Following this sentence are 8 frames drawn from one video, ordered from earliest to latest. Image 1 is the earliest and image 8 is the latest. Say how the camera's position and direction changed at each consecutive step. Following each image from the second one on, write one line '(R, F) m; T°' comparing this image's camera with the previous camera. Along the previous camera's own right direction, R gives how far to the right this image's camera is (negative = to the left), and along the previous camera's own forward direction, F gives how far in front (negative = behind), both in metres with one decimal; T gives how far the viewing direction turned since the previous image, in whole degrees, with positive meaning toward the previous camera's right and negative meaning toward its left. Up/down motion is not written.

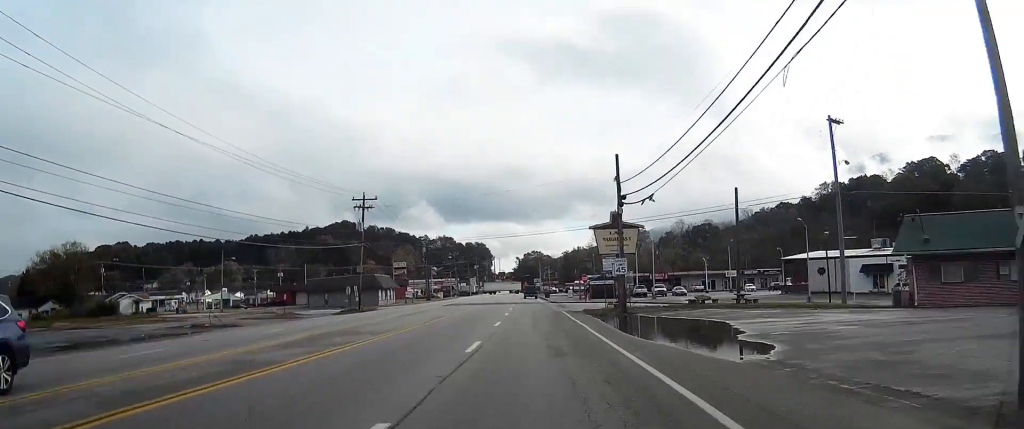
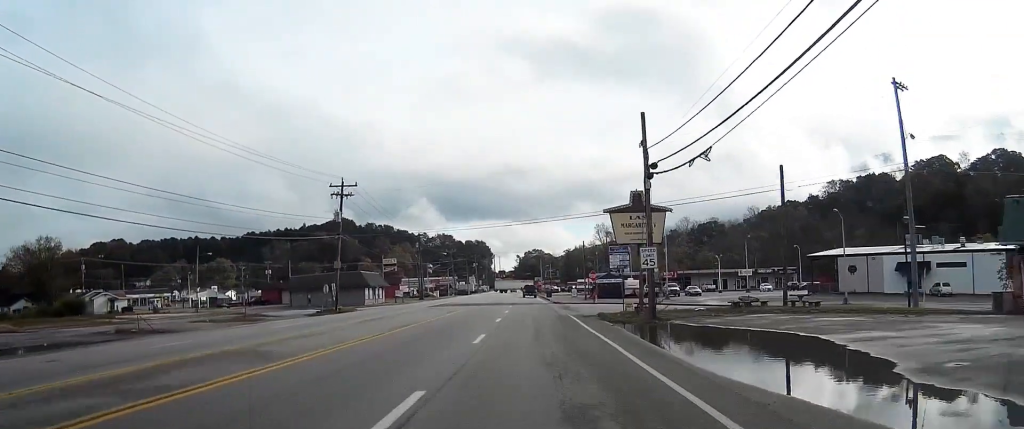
(0.0, +9.9) m; 0°
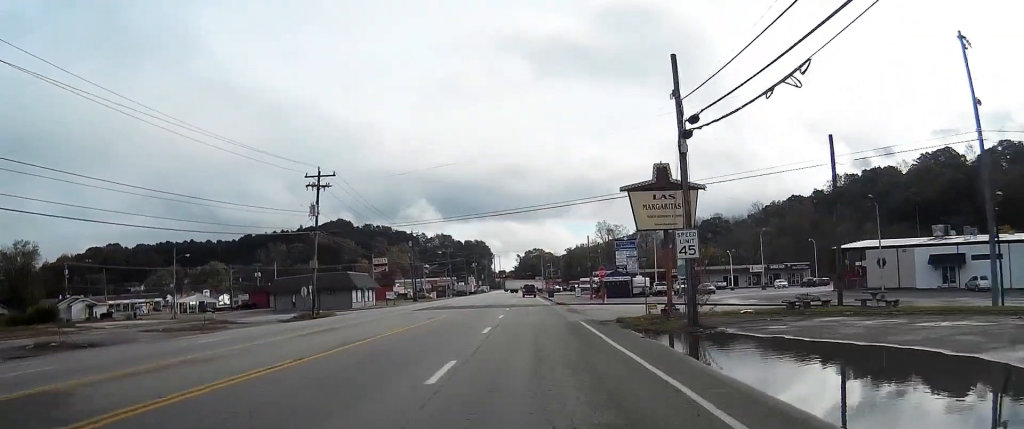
(+0.2, +7.9) m; 0°
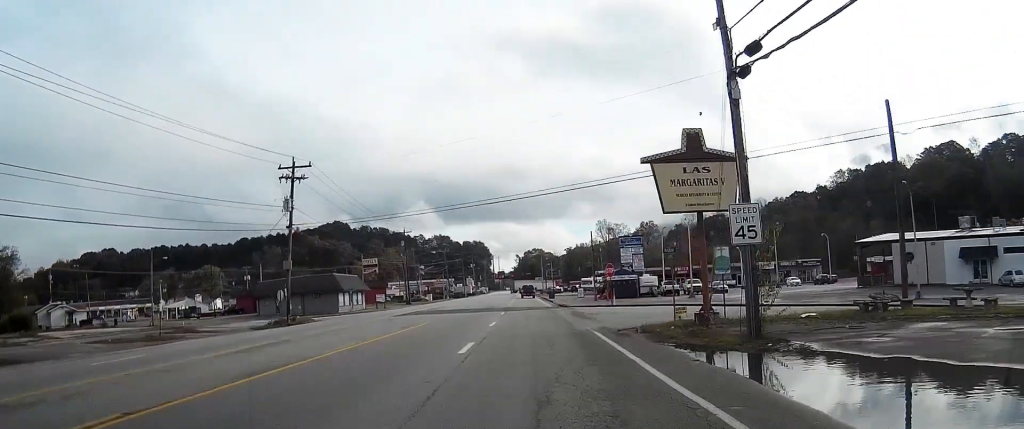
(+0.2, +6.8) m; 0°
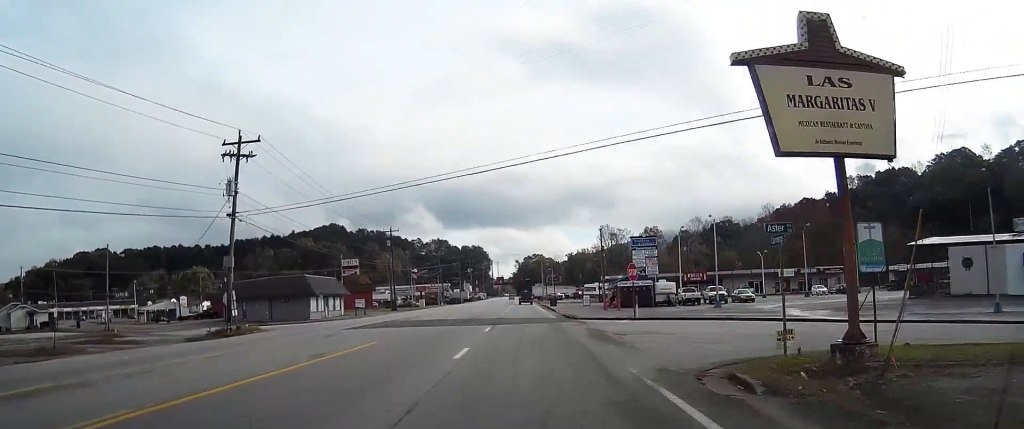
(-0.3, +11.3) m; -1°
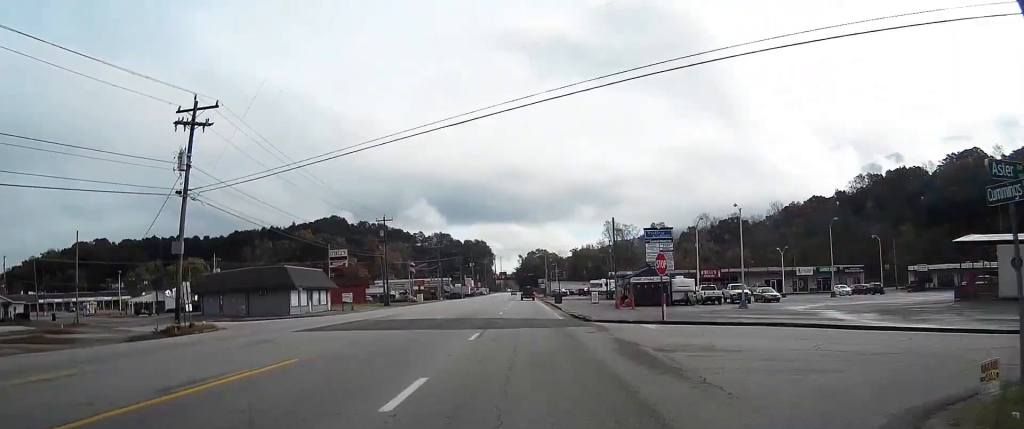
(-0.1, +7.5) m; 0°
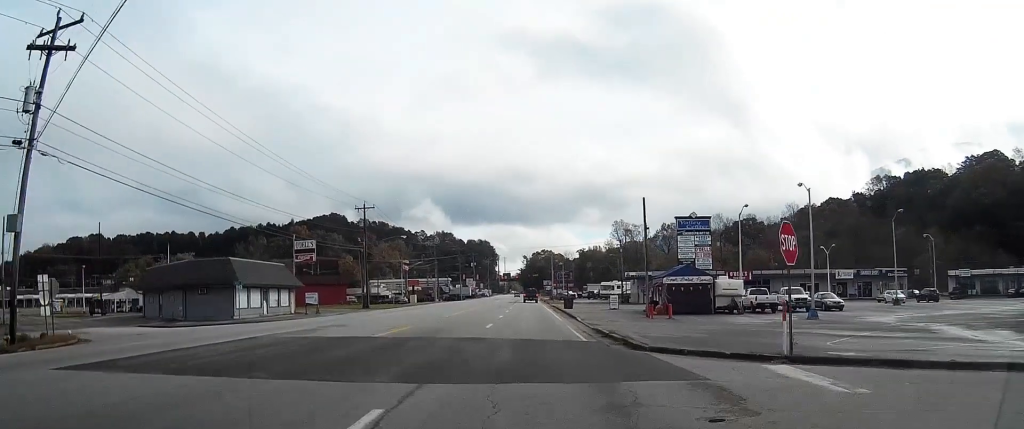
(+0.1, +14.7) m; -1°
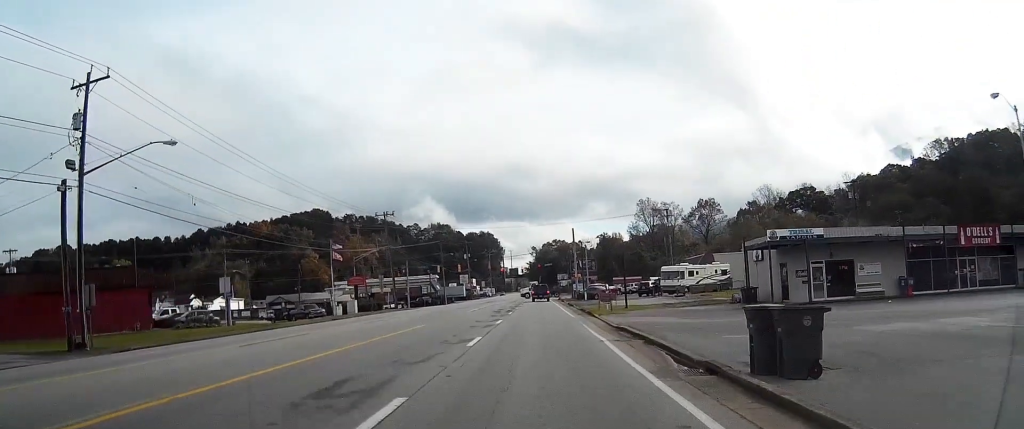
(-1.4, +58.1) m; -1°
